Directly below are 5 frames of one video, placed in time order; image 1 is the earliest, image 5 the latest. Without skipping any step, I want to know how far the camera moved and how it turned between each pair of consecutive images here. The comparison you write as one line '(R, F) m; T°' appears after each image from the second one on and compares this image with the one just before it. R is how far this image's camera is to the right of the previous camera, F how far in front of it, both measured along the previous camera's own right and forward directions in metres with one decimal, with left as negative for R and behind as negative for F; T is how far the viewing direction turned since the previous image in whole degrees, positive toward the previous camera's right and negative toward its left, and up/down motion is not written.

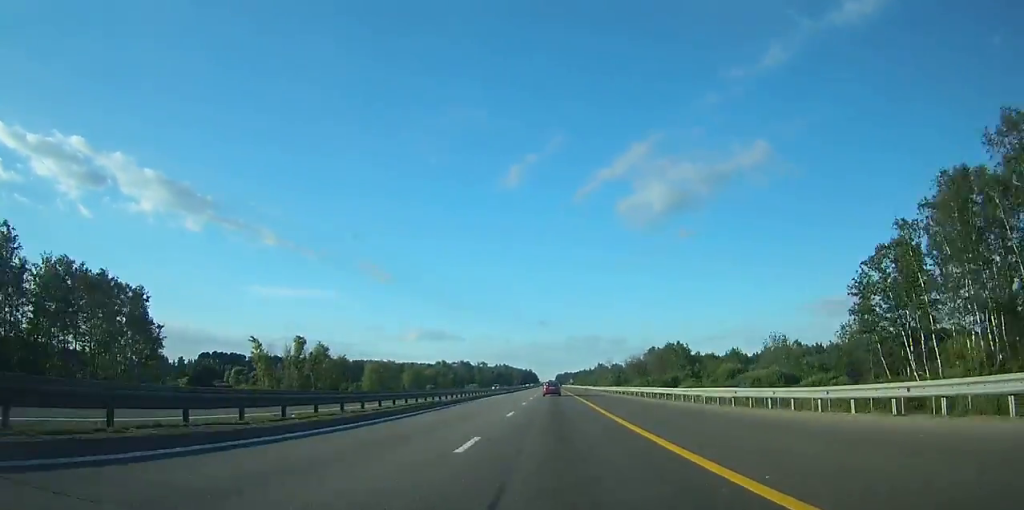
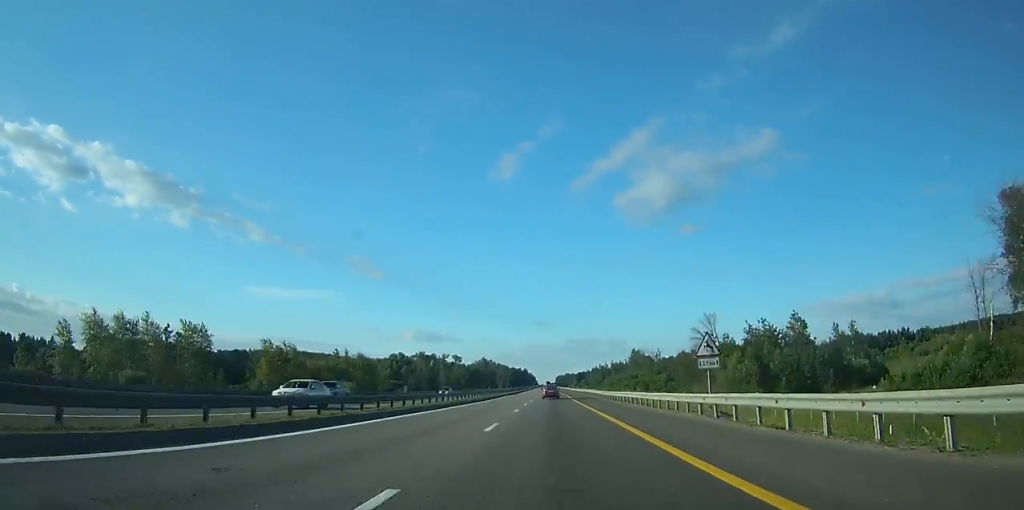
(+0.1, +170.2) m; 0°
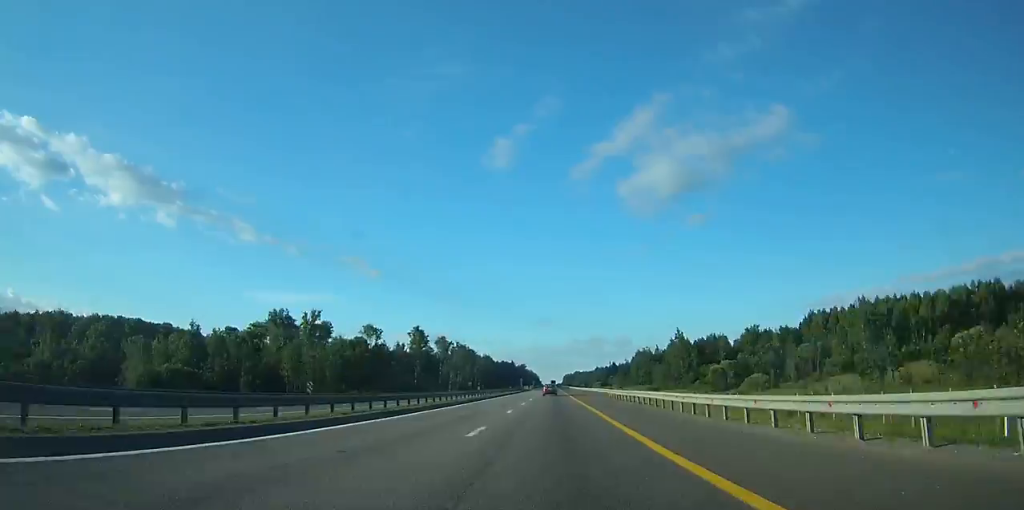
(-0.8, +204.9) m; 0°
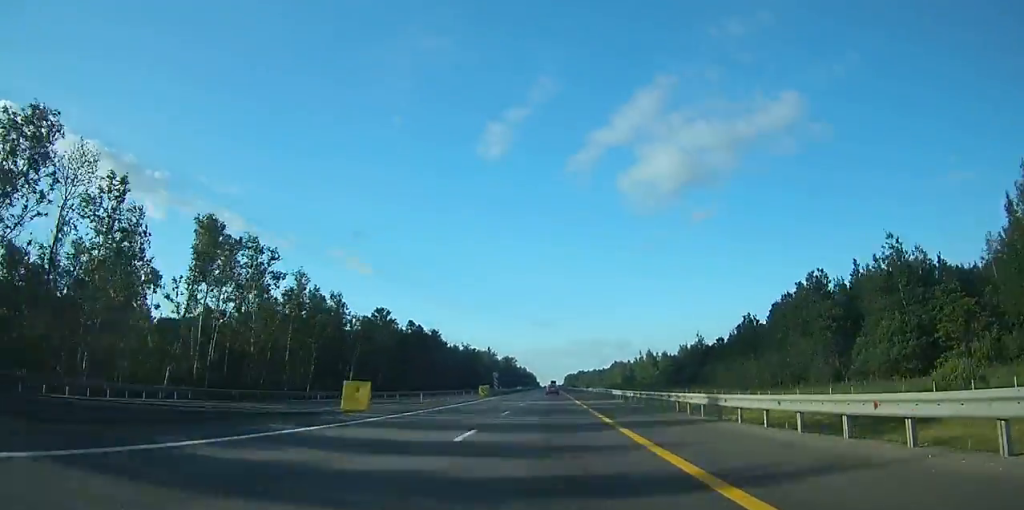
(+0.2, +148.4) m; 0°
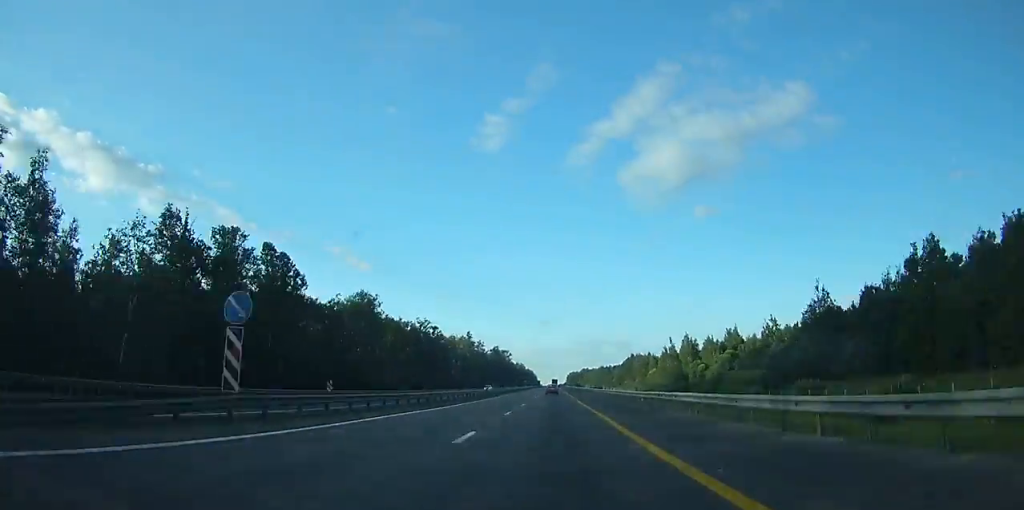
(-0.1, +65.9) m; 0°
